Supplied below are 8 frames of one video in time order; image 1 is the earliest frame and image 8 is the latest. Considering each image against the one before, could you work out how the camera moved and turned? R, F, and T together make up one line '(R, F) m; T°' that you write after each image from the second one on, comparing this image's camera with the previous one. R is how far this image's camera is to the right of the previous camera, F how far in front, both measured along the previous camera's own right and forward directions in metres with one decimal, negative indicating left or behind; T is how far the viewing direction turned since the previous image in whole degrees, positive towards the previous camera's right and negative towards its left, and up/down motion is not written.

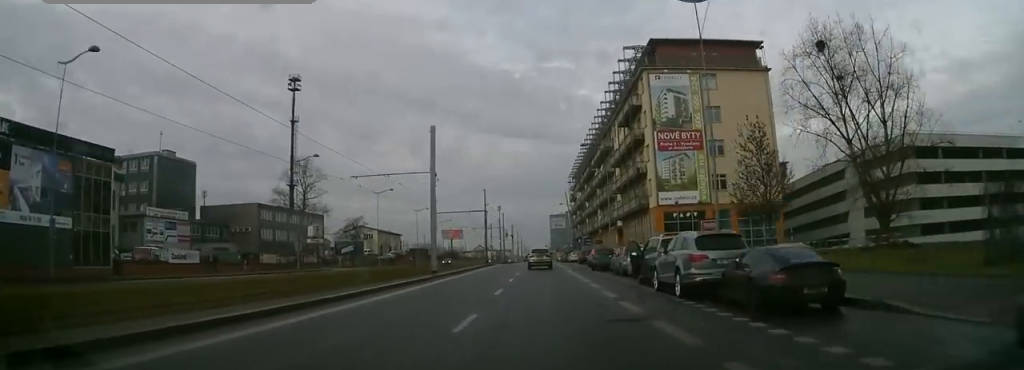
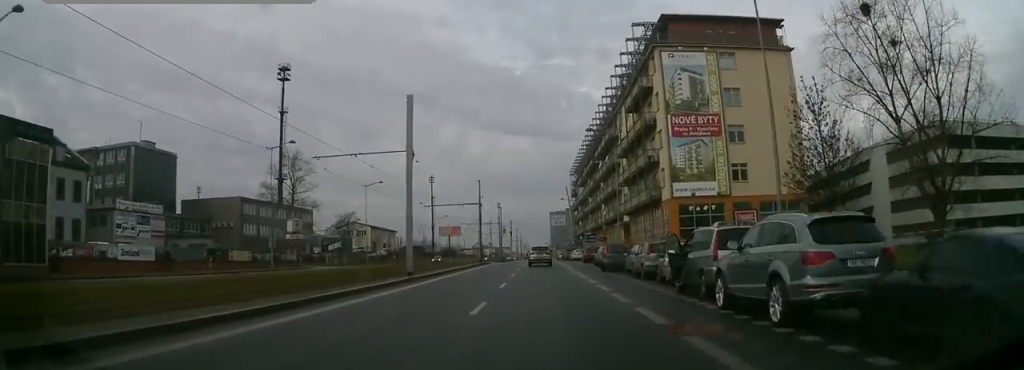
(0.0, +7.1) m; 0°
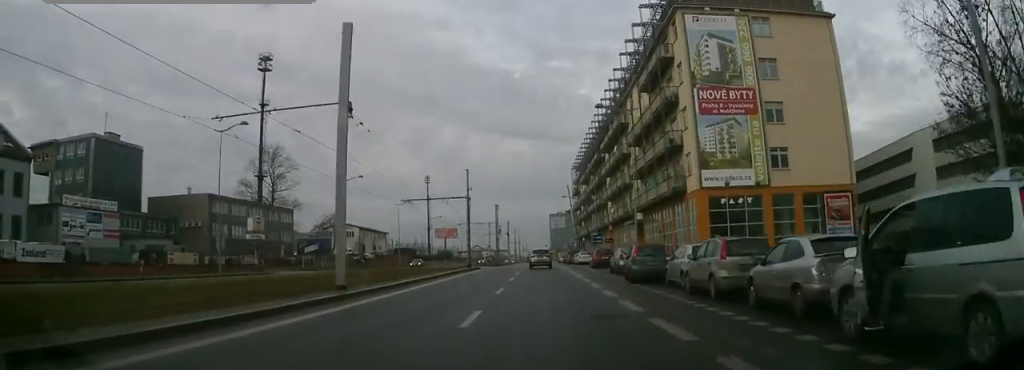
(0.0, +11.0) m; 0°
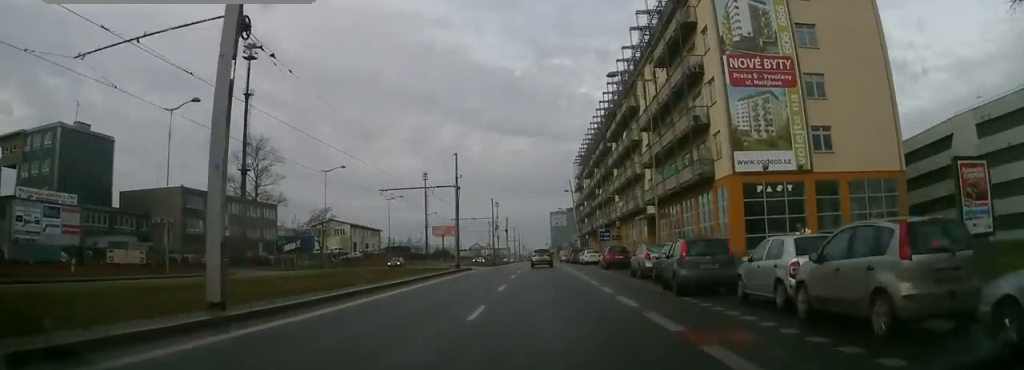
(0.0, +8.4) m; 0°
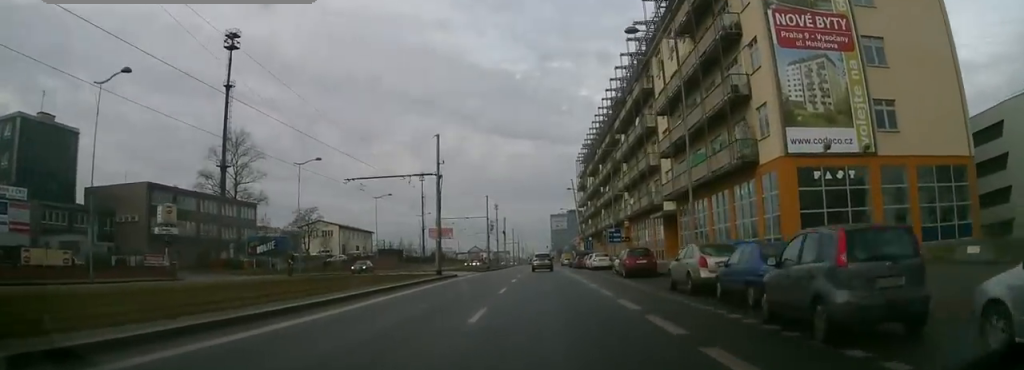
(0.0, +8.8) m; 0°
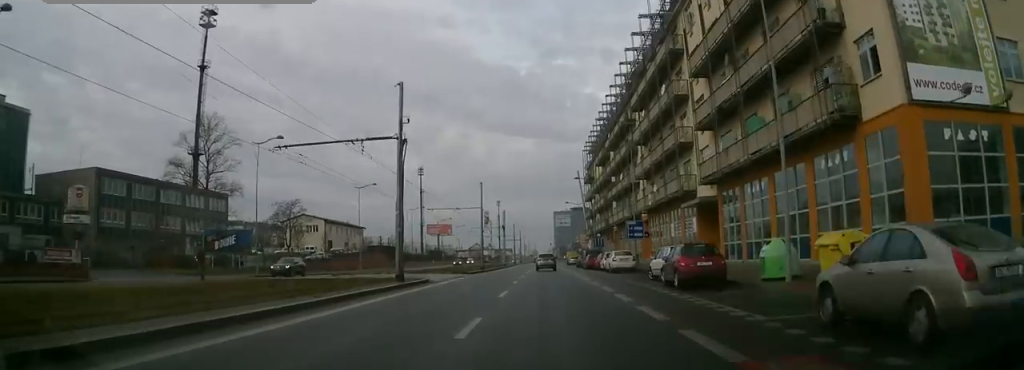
(-0.1, +11.6) m; -1°
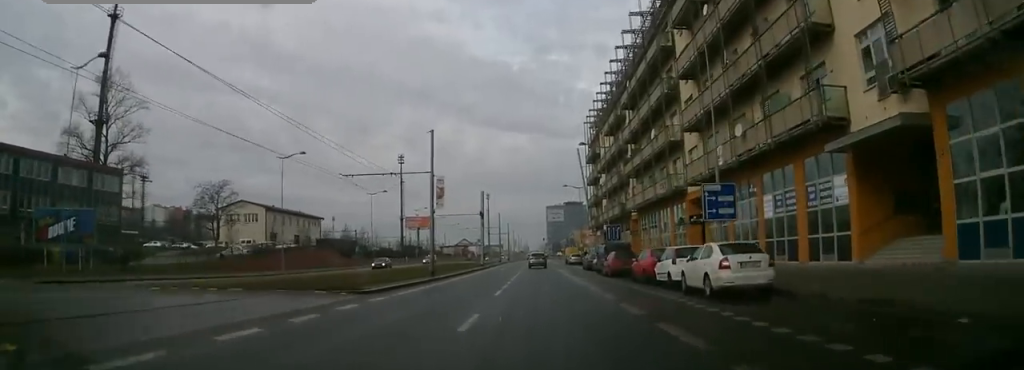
(-0.3, +25.7) m; -1°
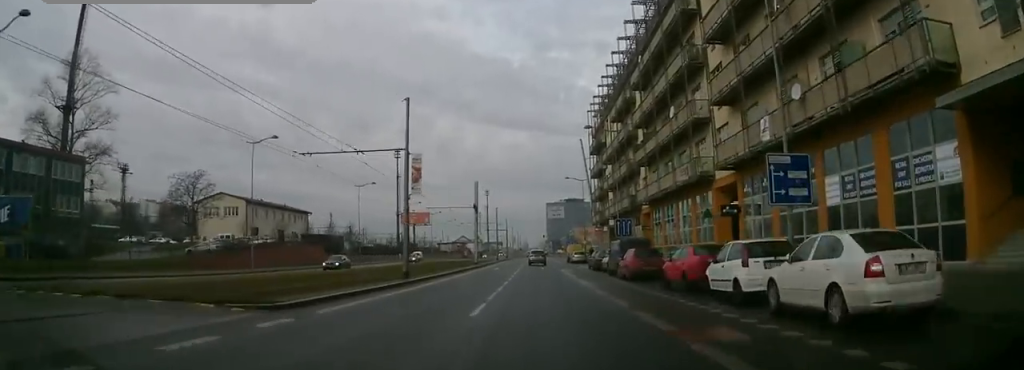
(0.0, +7.2) m; 0°
